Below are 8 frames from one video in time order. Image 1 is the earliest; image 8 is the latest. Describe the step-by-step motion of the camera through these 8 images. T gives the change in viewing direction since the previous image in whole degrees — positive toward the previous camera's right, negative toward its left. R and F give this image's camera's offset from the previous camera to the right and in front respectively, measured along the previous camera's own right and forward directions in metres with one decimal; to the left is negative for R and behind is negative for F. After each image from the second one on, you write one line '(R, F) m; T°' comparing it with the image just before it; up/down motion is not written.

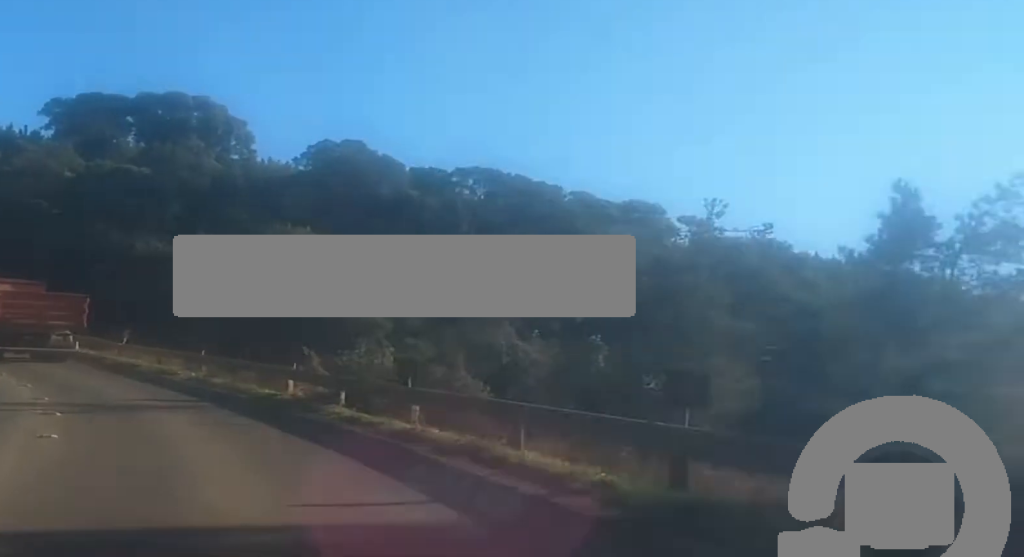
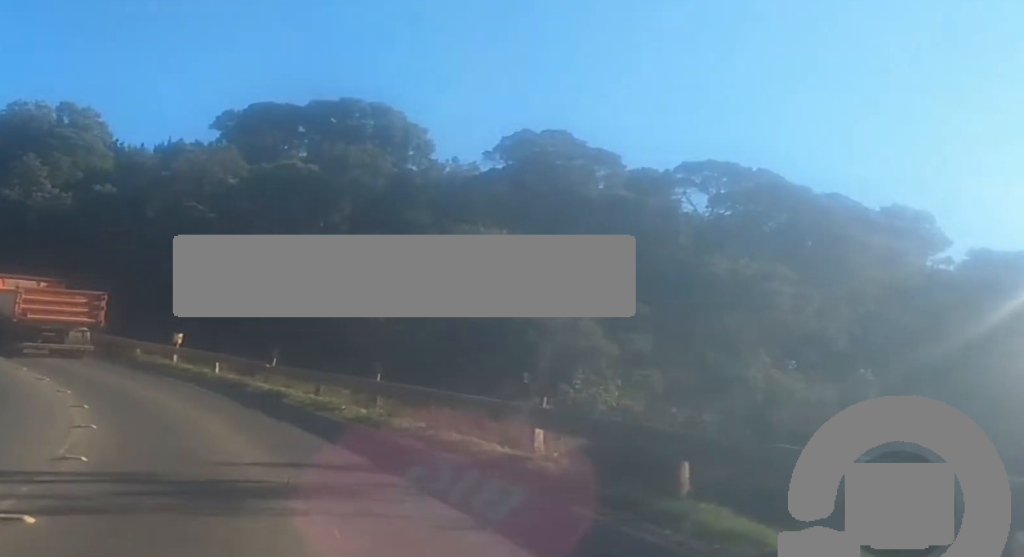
(-1.3, +11.5) m; -8°
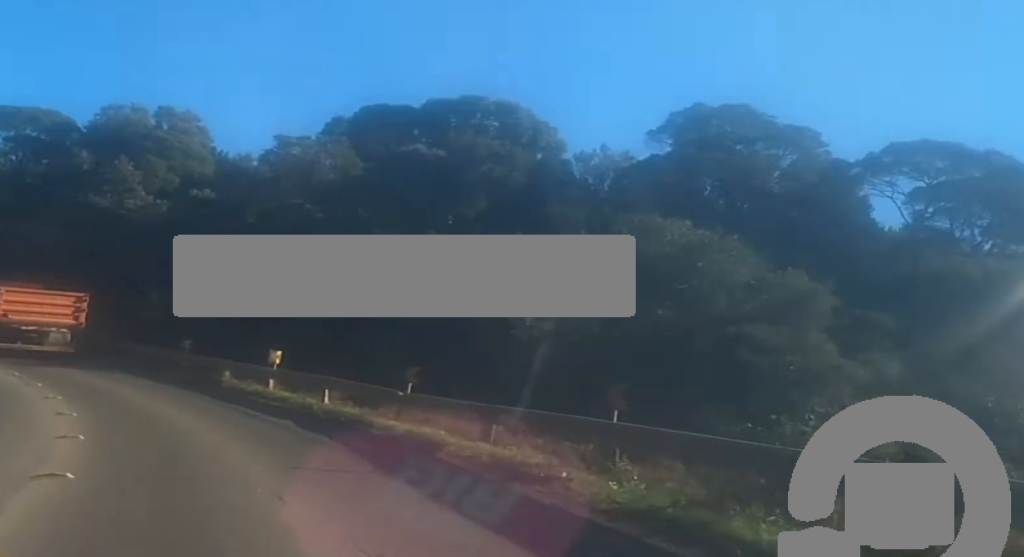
(-0.6, +10.0) m; -6°
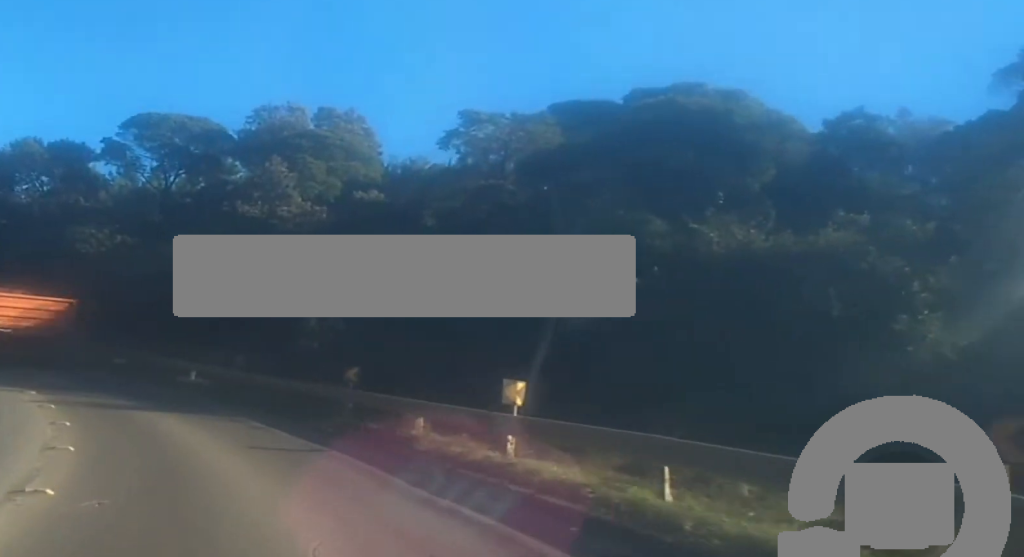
(-0.9, +13.3) m; -8°
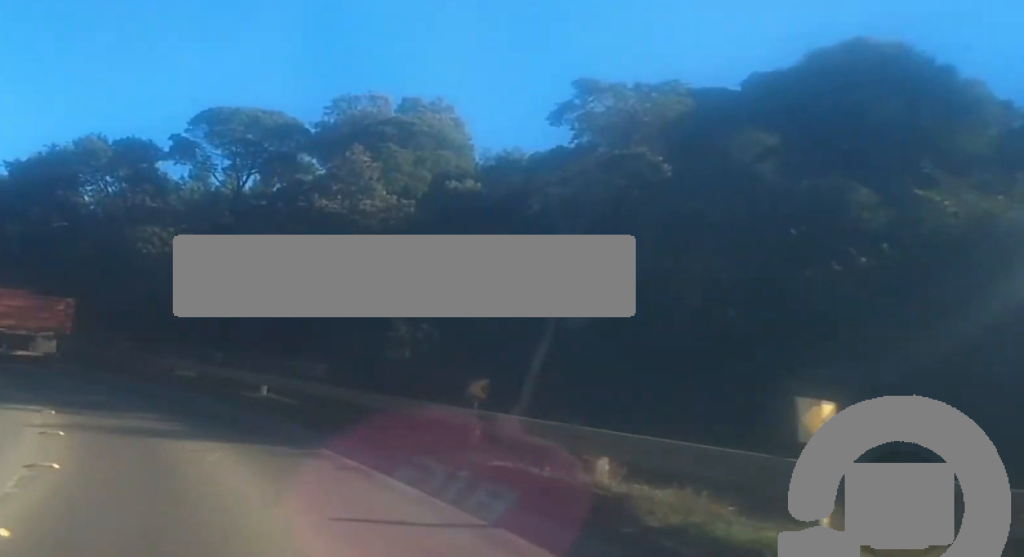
(0.0, +6.5) m; -4°
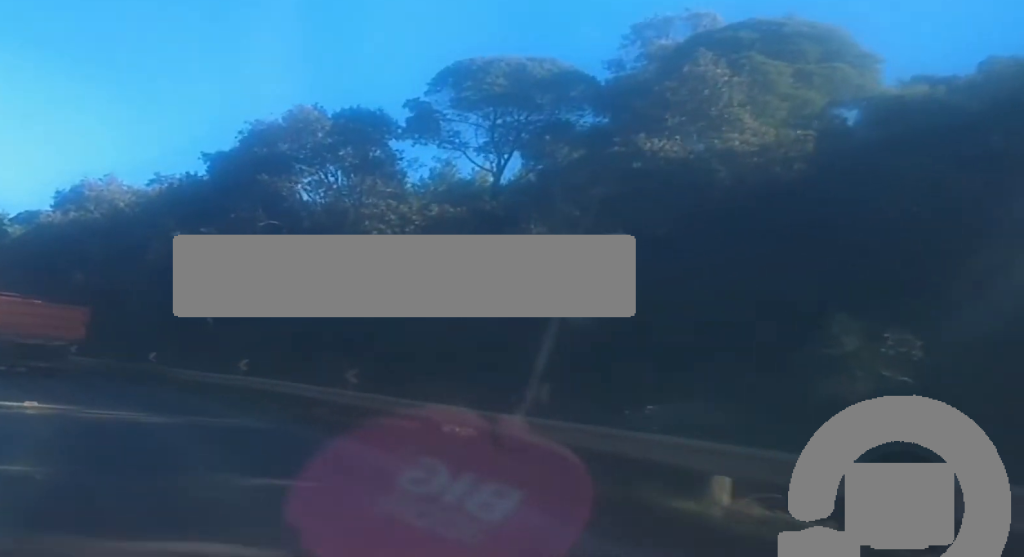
(-2.1, +18.3) m; -12°
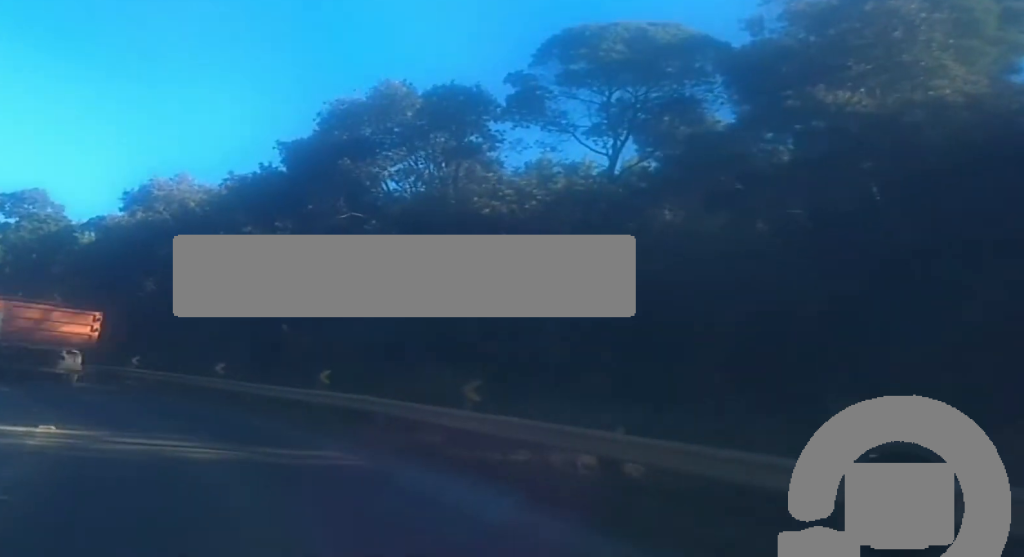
(-0.2, +5.7) m; -3°
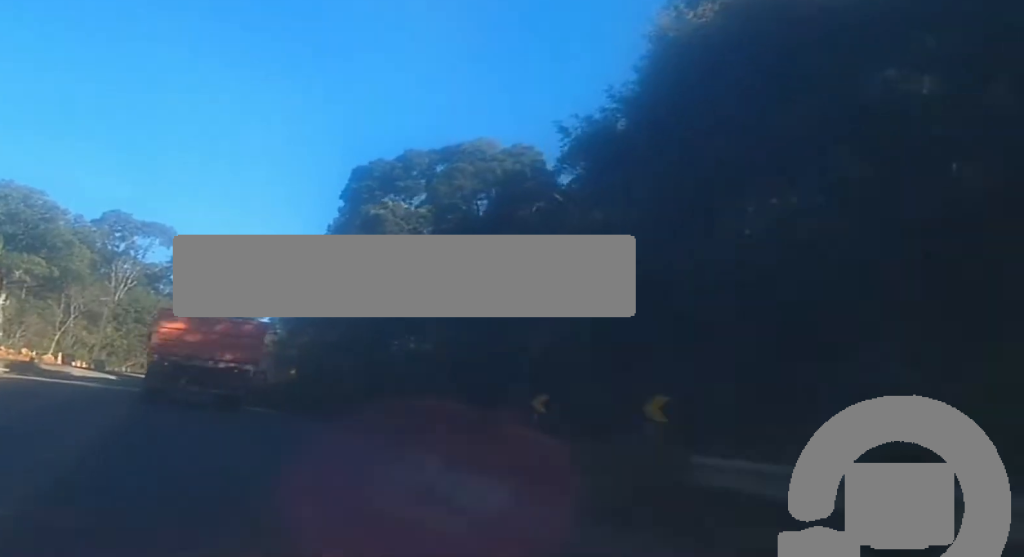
(-3.1, +23.4) m; -15°
